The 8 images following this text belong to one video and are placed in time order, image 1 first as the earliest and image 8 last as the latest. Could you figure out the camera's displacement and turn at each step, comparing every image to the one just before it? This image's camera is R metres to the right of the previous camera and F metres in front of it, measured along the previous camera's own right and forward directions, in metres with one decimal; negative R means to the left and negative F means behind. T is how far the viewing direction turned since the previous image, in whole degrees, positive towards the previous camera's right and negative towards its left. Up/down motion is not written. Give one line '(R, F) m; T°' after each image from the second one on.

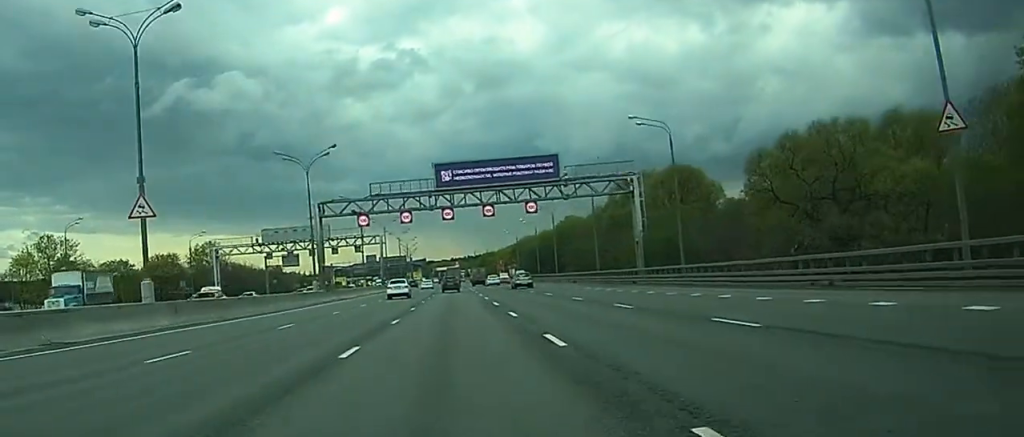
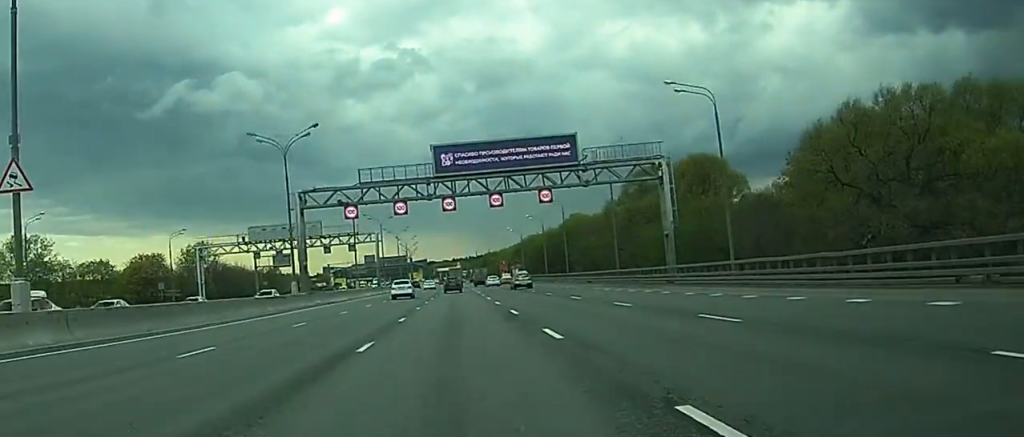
(0.0, +10.7) m; 0°
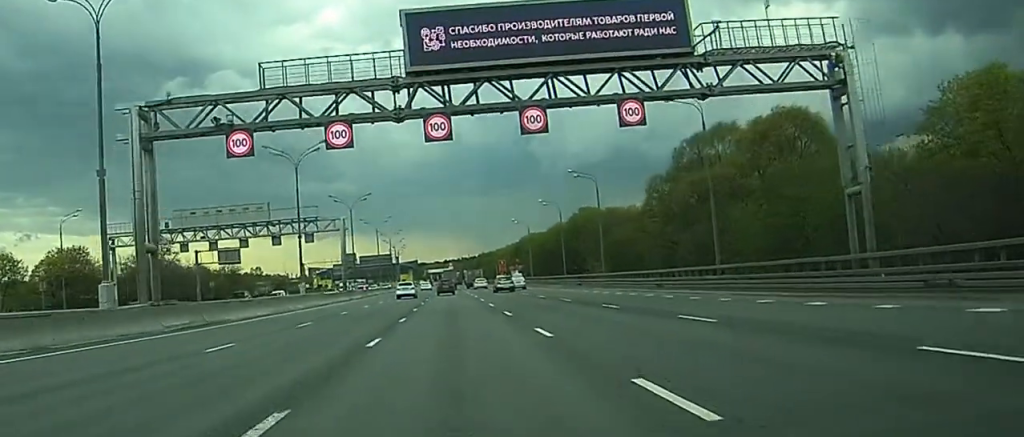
(+0.5, +33.2) m; +2°
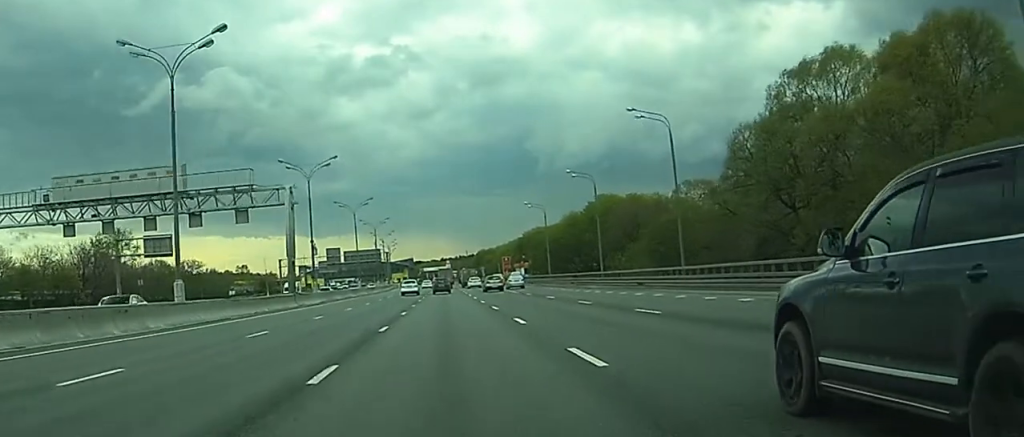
(+0.6, +28.3) m; +1°
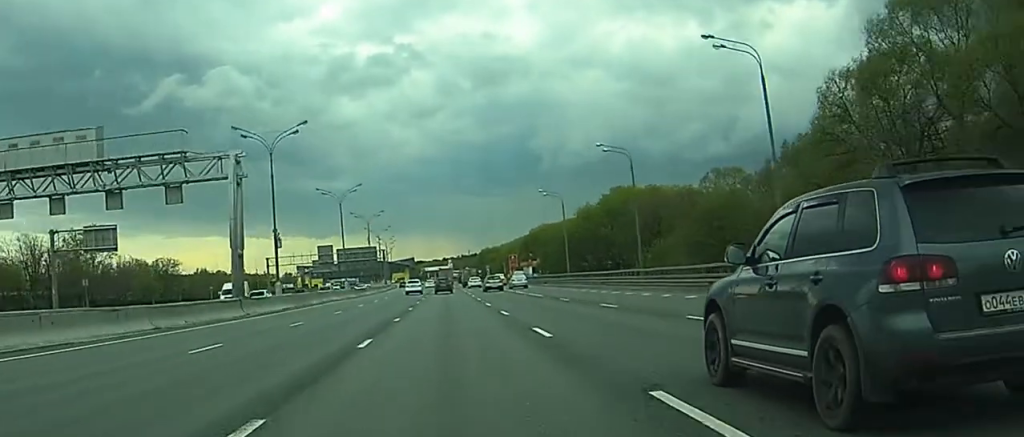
(0.0, +15.1) m; 0°
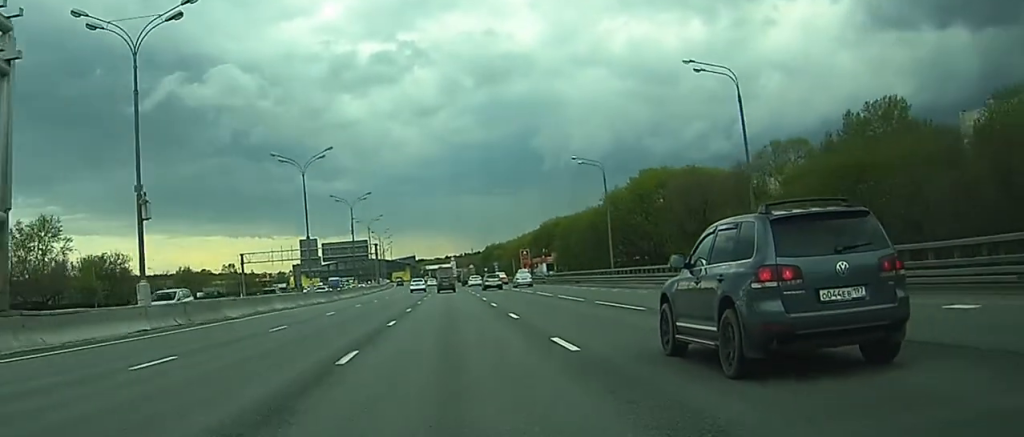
(0.0, +24.8) m; 0°
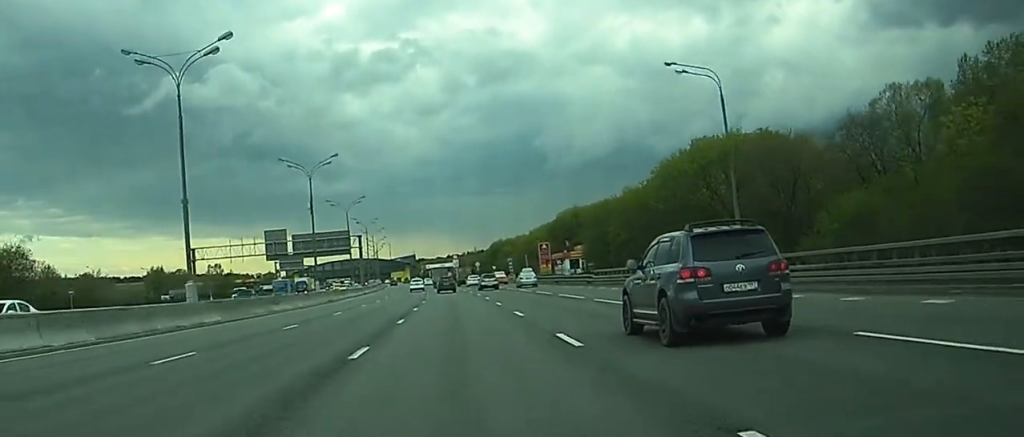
(-0.1, +38.7) m; 0°
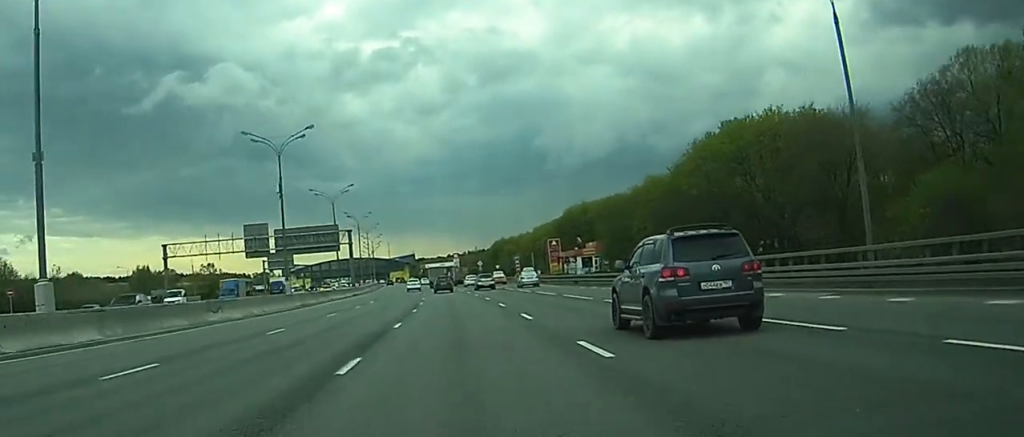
(-0.1, +16.7) m; 0°
